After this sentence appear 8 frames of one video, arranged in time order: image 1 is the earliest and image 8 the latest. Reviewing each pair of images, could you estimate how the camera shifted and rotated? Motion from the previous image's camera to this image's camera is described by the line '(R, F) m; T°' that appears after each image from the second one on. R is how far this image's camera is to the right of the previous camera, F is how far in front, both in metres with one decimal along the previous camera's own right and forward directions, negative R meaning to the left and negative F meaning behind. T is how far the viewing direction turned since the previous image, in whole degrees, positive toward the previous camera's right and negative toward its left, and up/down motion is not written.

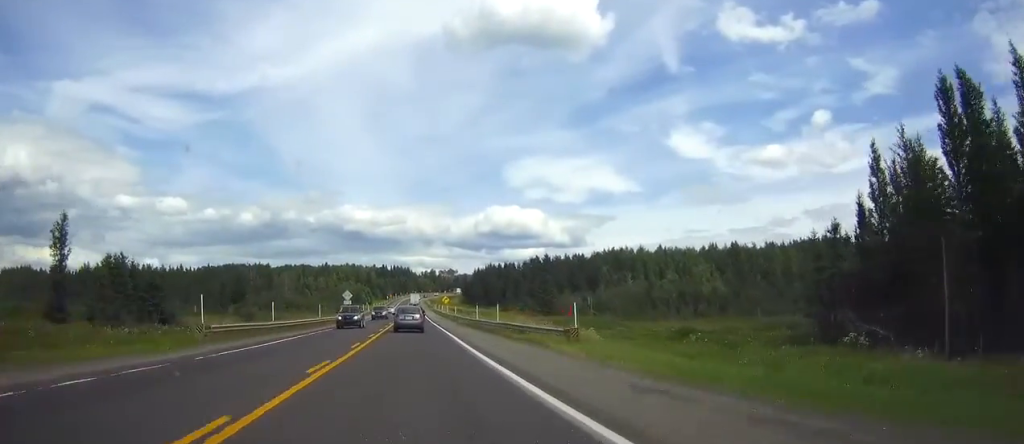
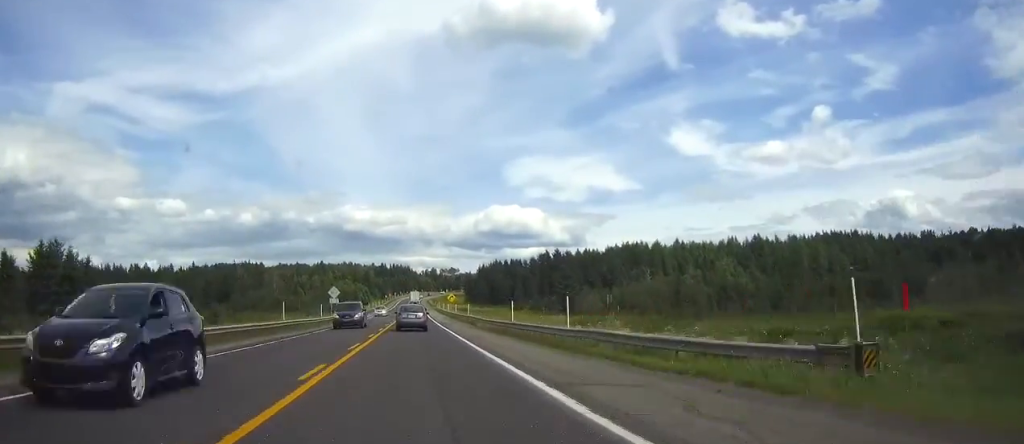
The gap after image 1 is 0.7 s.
(+0.1, +19.6) m; 0°
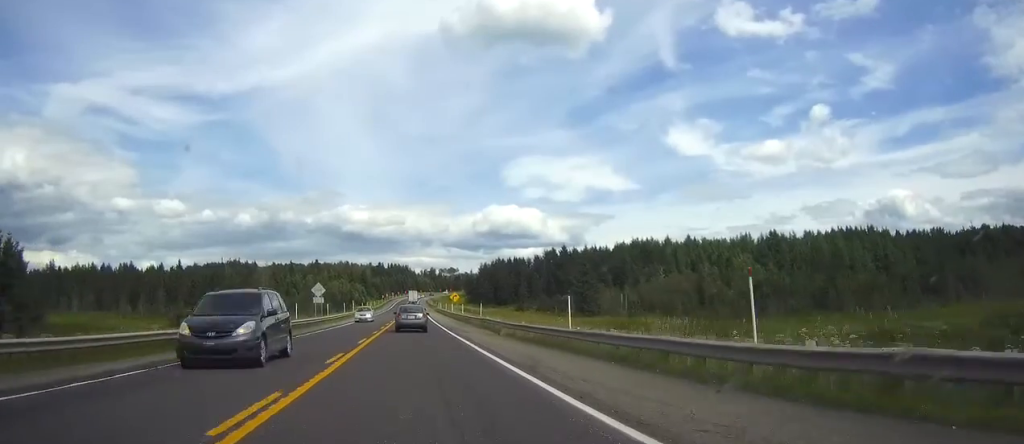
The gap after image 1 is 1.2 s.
(0.0, +13.9) m; 0°
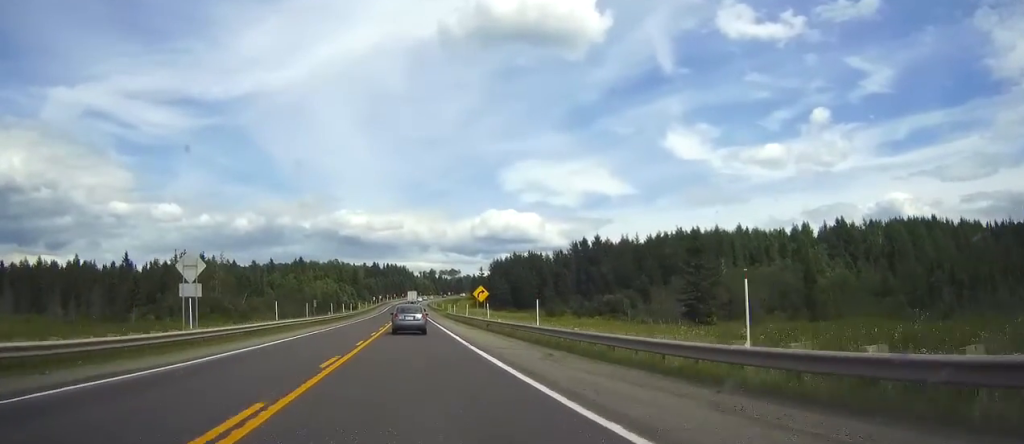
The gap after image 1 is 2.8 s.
(+0.2, +45.2) m; 0°
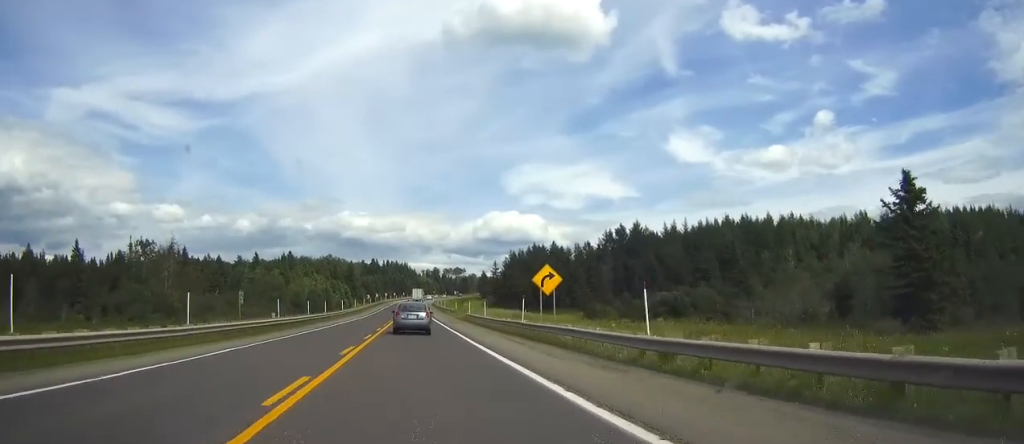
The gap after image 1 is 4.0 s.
(0.0, +32.6) m; 0°
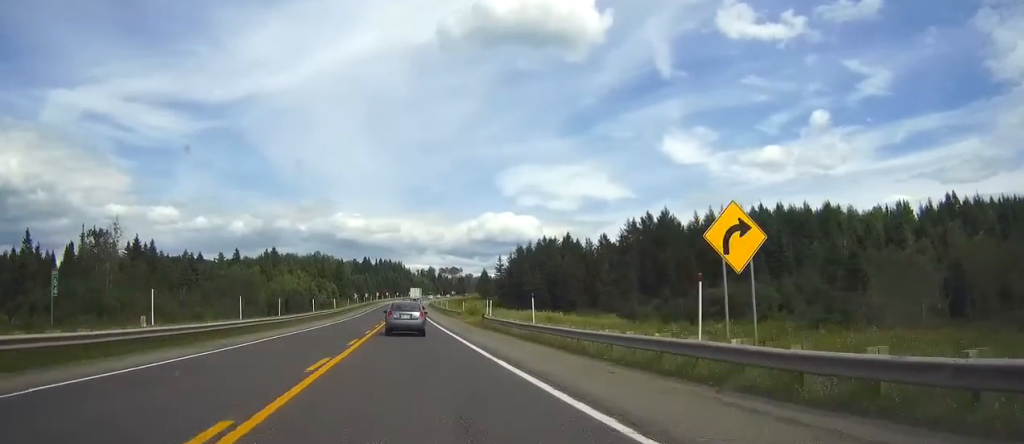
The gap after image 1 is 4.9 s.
(+0.1, +22.3) m; 0°
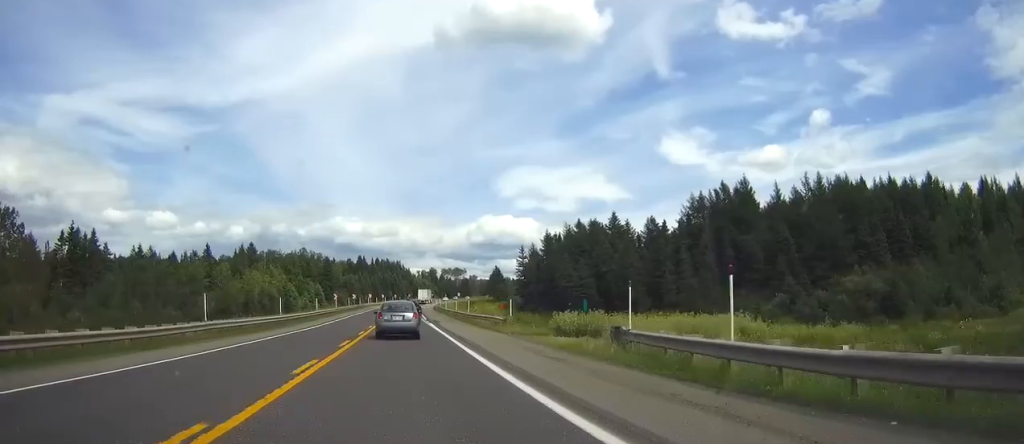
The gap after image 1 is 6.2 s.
(0.0, +35.9) m; 0°
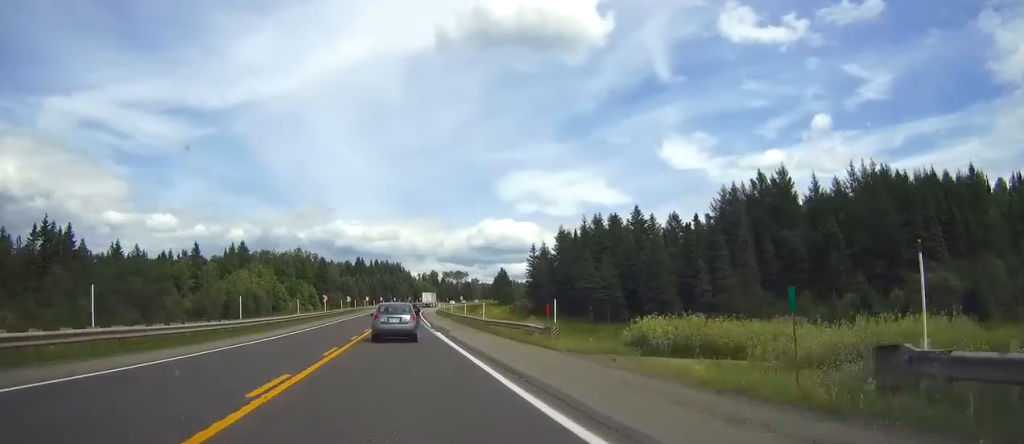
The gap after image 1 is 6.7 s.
(0.0, +12.1) m; 0°
